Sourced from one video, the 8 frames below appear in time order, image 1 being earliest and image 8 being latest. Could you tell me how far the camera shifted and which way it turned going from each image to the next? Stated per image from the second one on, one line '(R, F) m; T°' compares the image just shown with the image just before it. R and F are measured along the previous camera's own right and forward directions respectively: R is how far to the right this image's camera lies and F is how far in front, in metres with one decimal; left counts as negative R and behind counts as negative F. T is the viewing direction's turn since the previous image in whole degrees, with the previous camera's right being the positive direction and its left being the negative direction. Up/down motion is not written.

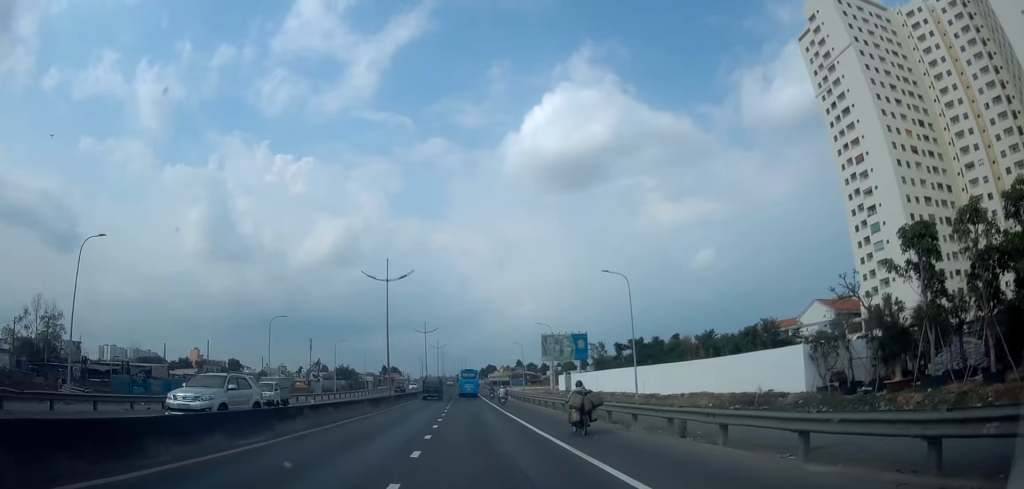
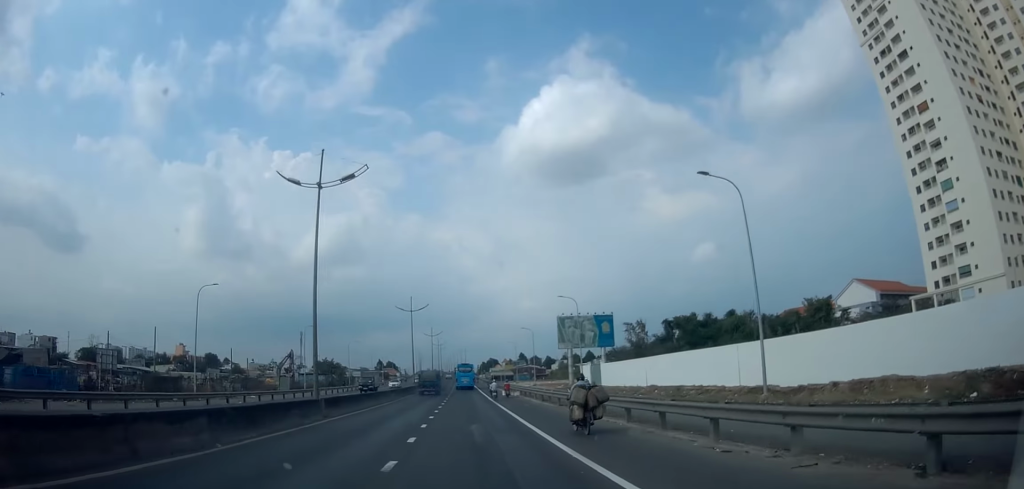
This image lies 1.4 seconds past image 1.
(-0.6, +18.0) m; -1°
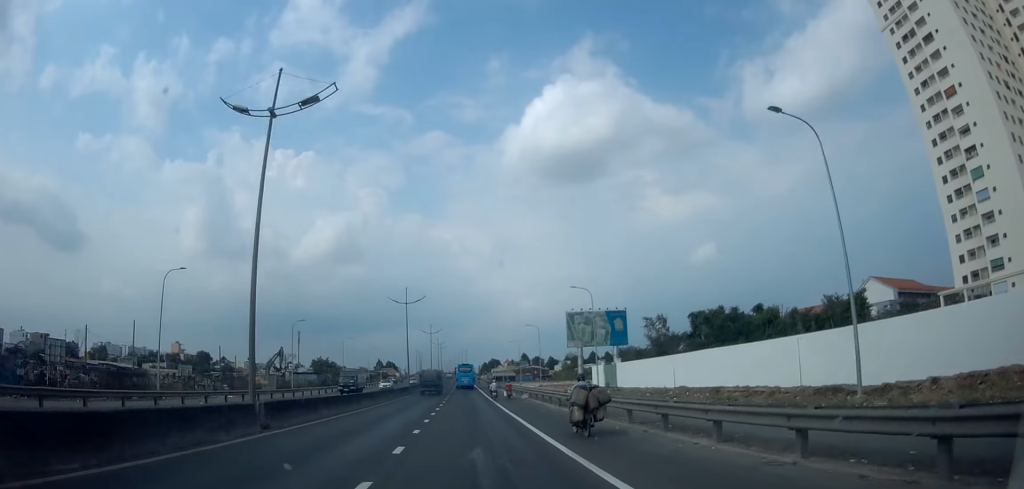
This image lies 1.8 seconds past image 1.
(+0.2, +6.5) m; 0°
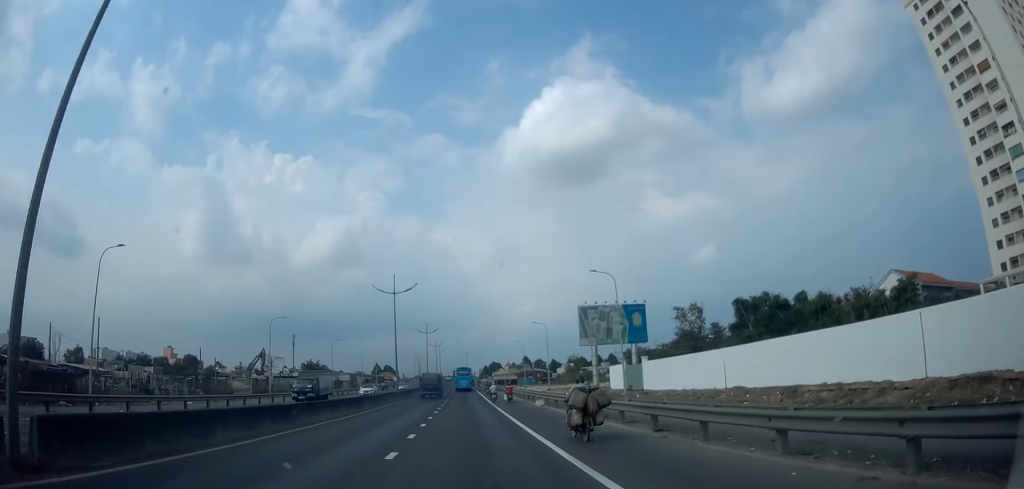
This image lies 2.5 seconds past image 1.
(+0.6, +8.9) m; 0°
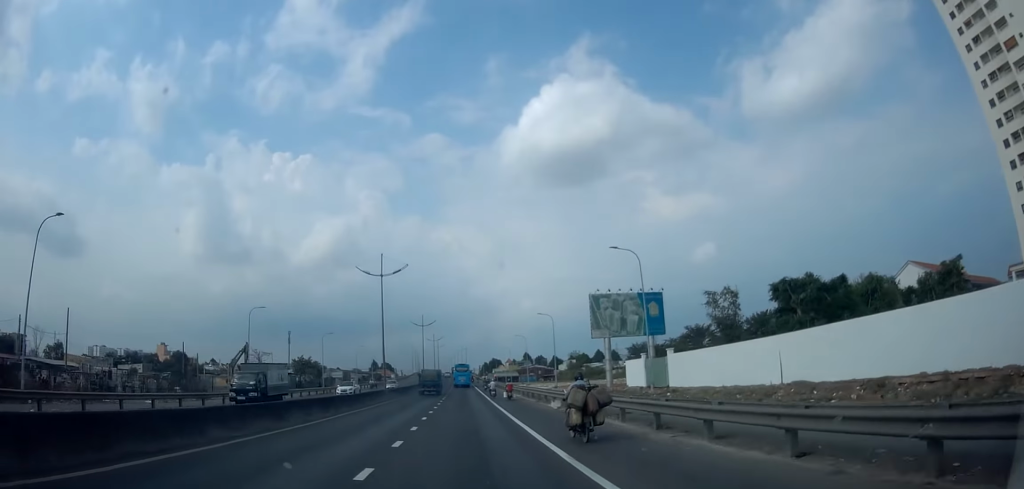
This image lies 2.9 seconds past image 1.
(-0.4, +6.2) m; 0°
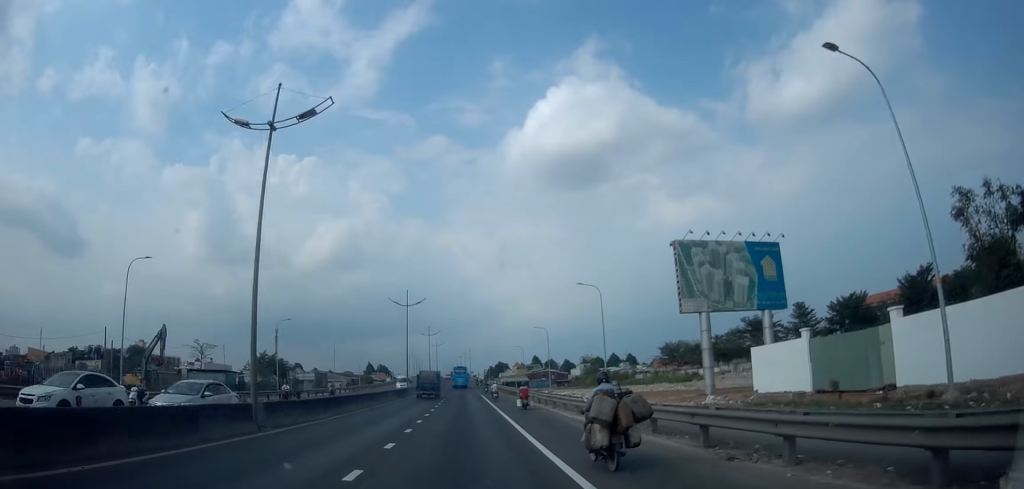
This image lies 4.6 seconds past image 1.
(0.0, +24.8) m; -1°
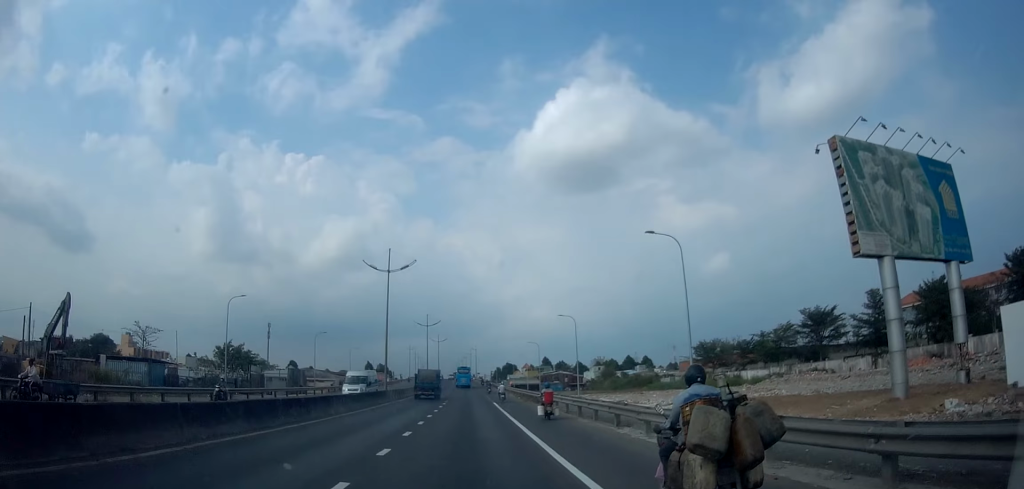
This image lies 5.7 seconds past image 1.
(-0.7, +17.0) m; 0°
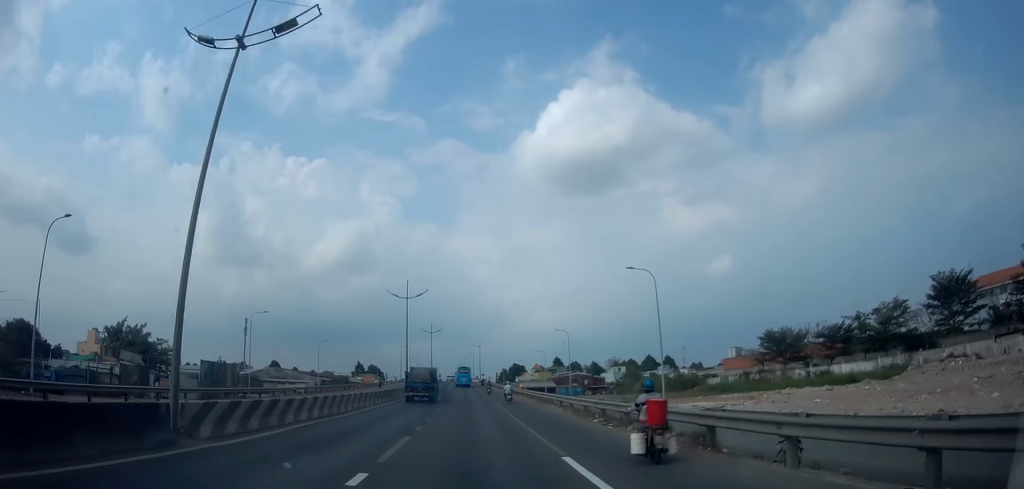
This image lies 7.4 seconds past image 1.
(+0.9, +27.7) m; +2°
